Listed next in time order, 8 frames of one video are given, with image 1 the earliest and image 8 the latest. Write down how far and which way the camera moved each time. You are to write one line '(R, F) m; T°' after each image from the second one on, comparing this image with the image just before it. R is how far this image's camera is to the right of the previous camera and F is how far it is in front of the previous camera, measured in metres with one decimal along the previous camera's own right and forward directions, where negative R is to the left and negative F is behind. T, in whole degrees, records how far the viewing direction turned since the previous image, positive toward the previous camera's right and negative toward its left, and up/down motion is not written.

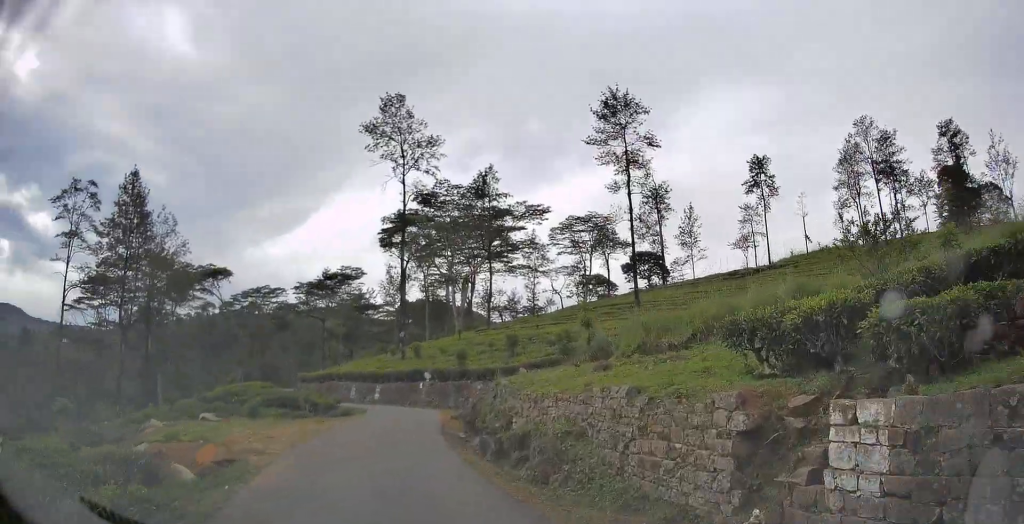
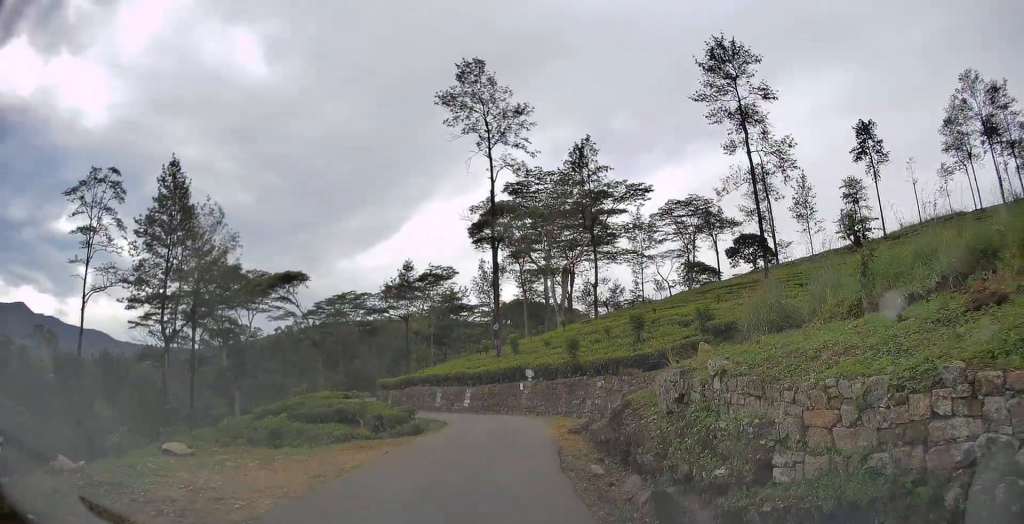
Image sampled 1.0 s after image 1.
(-0.8, +8.4) m; -9°
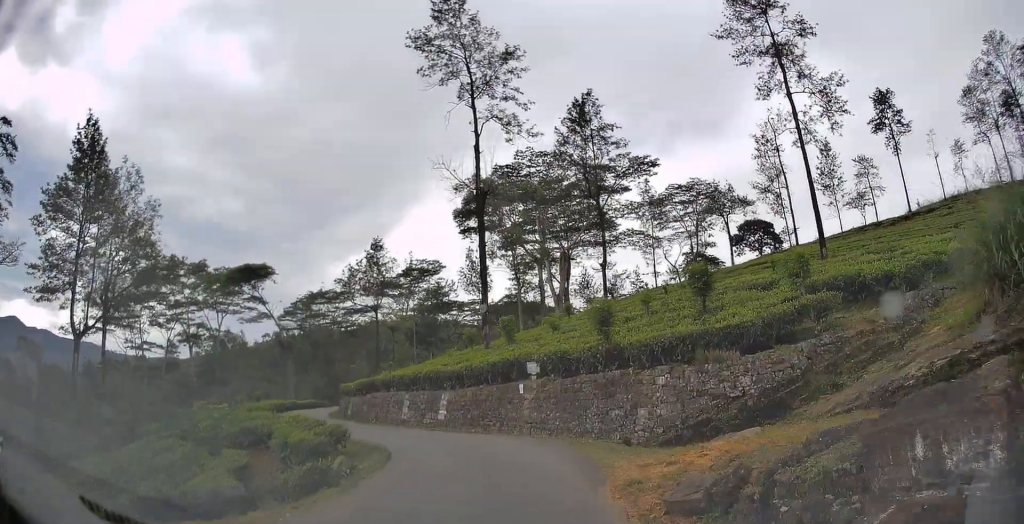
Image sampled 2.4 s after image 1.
(-0.4, +10.8) m; -3°
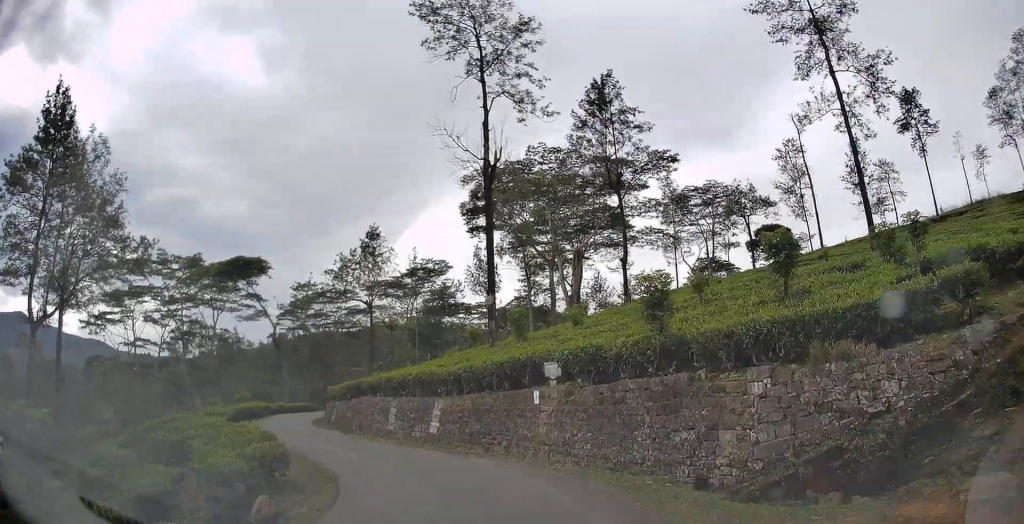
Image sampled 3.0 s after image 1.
(0.0, +5.1) m; -3°
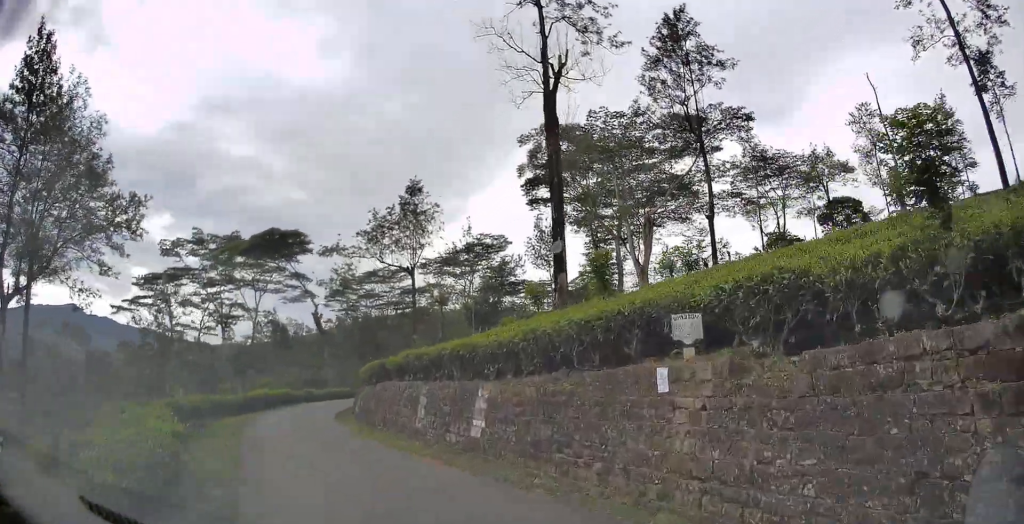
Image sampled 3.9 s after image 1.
(-0.4, +7.2) m; -8°
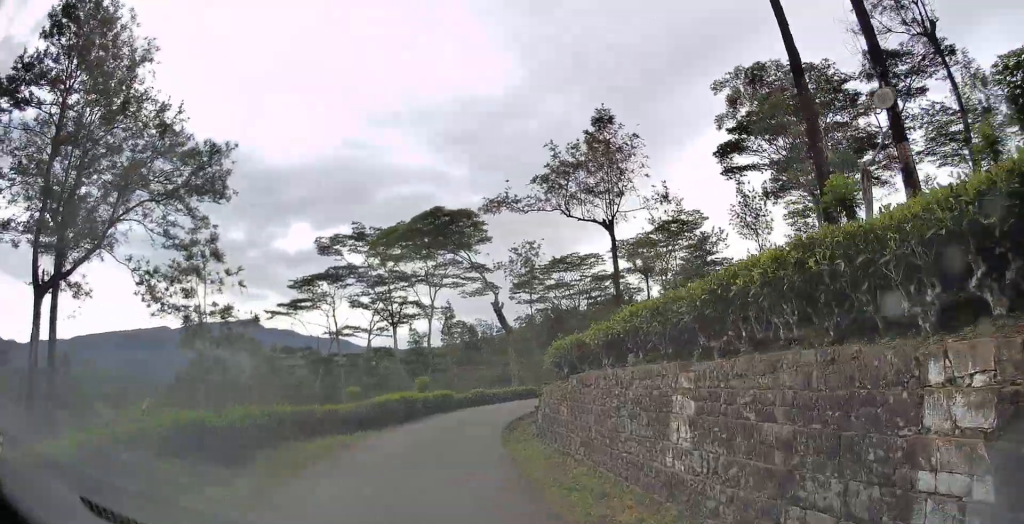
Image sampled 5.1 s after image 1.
(-1.1, +9.5) m; -11°
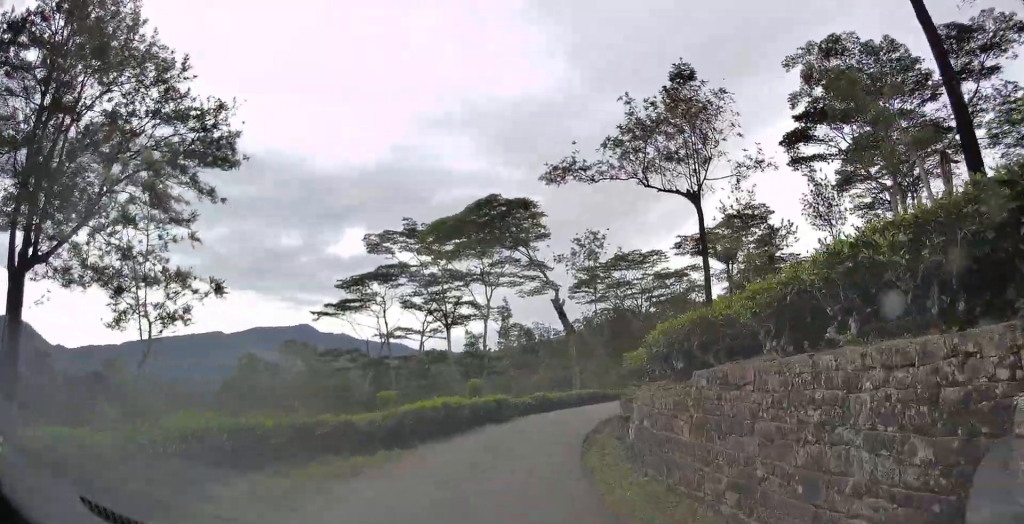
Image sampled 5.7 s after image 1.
(-0.2, +4.5) m; -4°
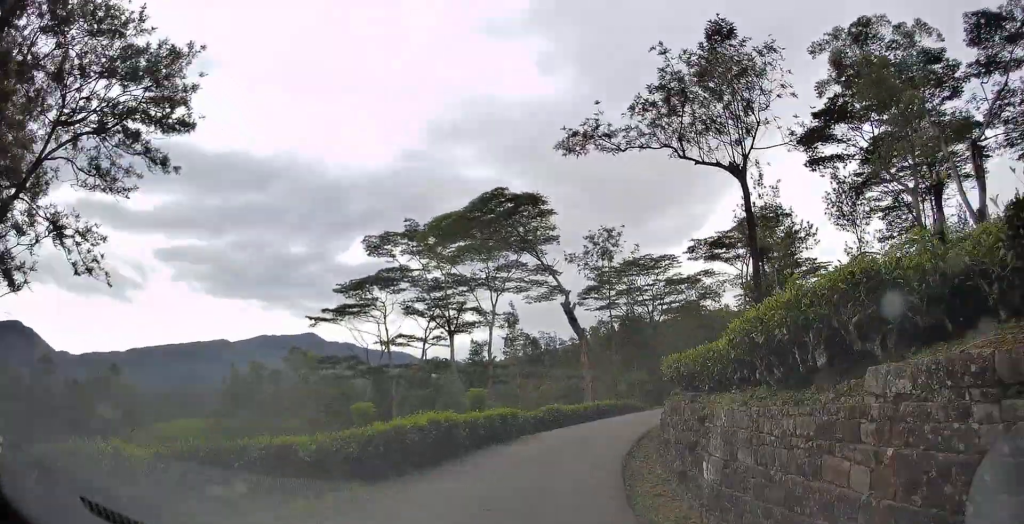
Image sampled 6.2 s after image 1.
(-0.1, +4.0) m; +1°
